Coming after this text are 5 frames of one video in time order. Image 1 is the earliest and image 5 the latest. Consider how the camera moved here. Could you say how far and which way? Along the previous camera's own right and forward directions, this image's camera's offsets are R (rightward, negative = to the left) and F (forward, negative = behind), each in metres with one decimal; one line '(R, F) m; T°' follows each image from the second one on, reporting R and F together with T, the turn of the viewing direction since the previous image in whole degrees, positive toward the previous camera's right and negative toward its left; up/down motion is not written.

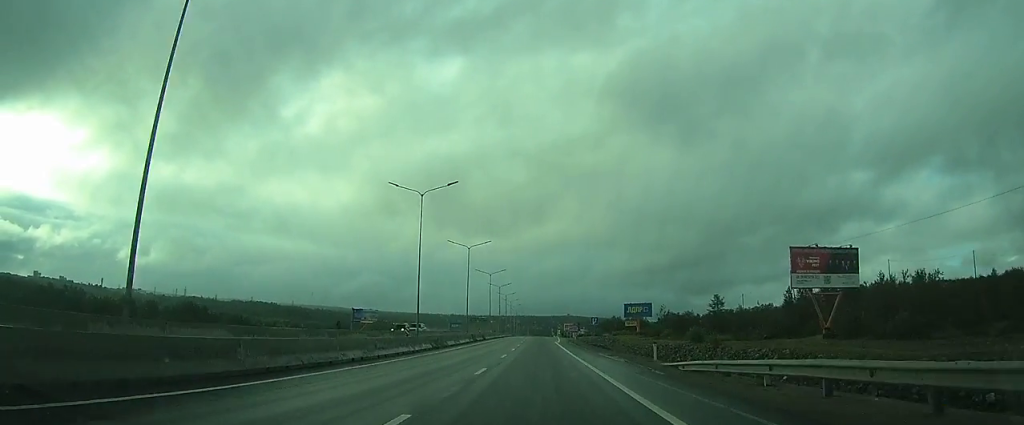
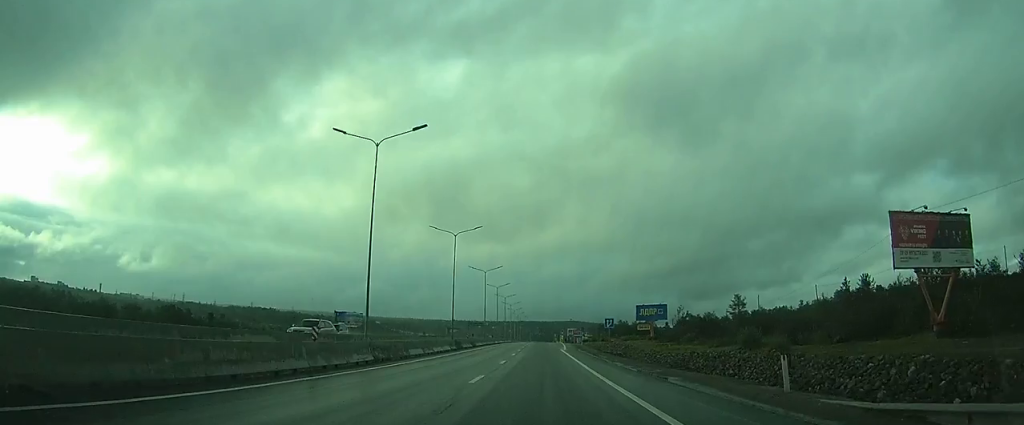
(0.0, +13.9) m; 0°
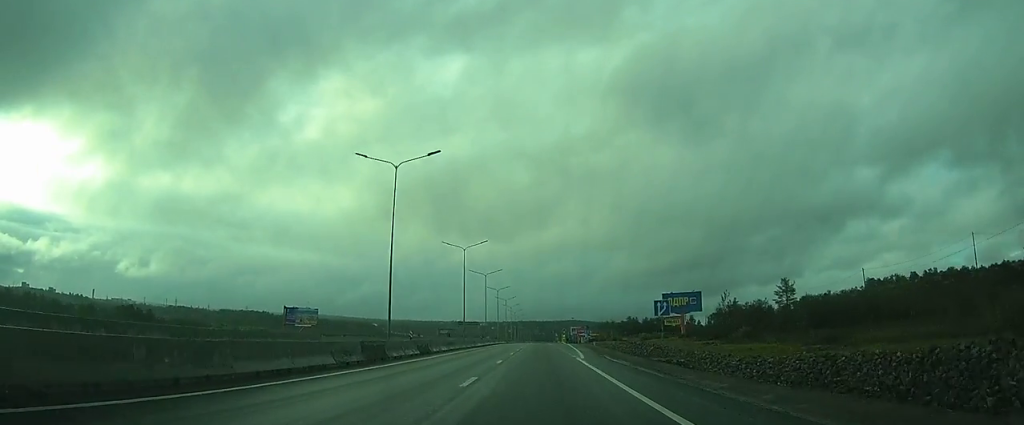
(0.0, +26.3) m; 0°
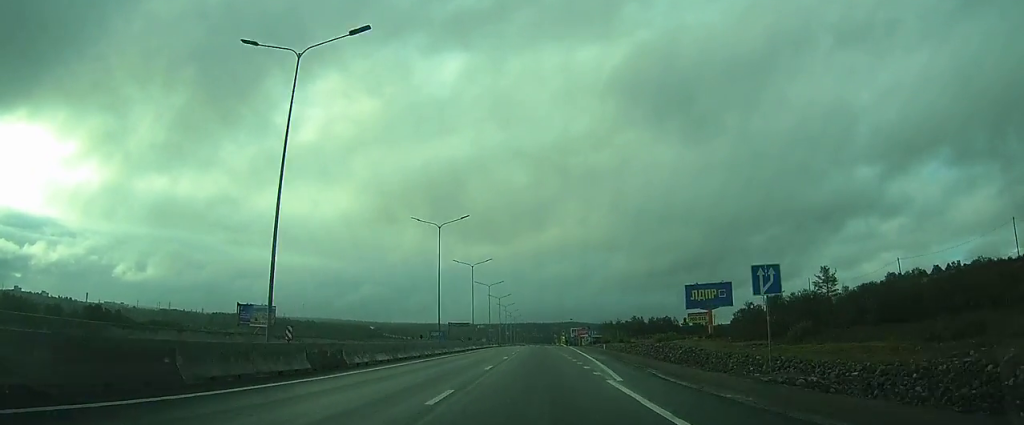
(0.0, +16.5) m; -1°
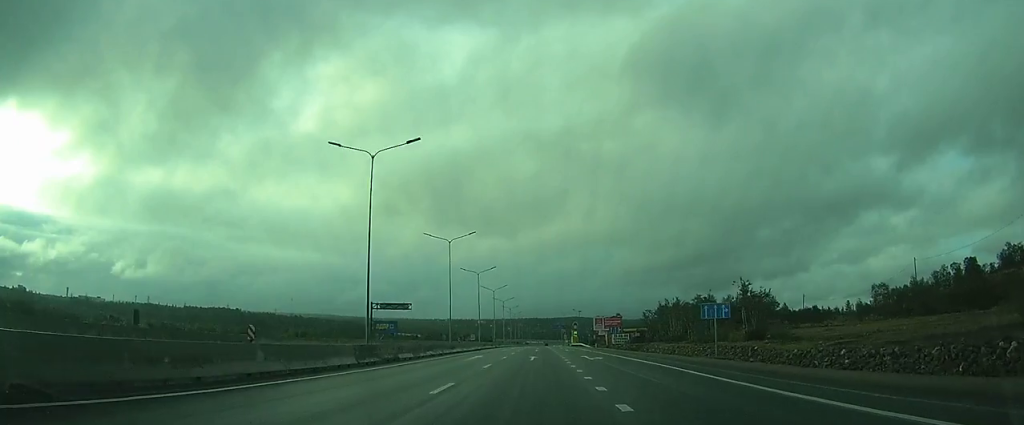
(-3.0, +85.1) m; -3°
